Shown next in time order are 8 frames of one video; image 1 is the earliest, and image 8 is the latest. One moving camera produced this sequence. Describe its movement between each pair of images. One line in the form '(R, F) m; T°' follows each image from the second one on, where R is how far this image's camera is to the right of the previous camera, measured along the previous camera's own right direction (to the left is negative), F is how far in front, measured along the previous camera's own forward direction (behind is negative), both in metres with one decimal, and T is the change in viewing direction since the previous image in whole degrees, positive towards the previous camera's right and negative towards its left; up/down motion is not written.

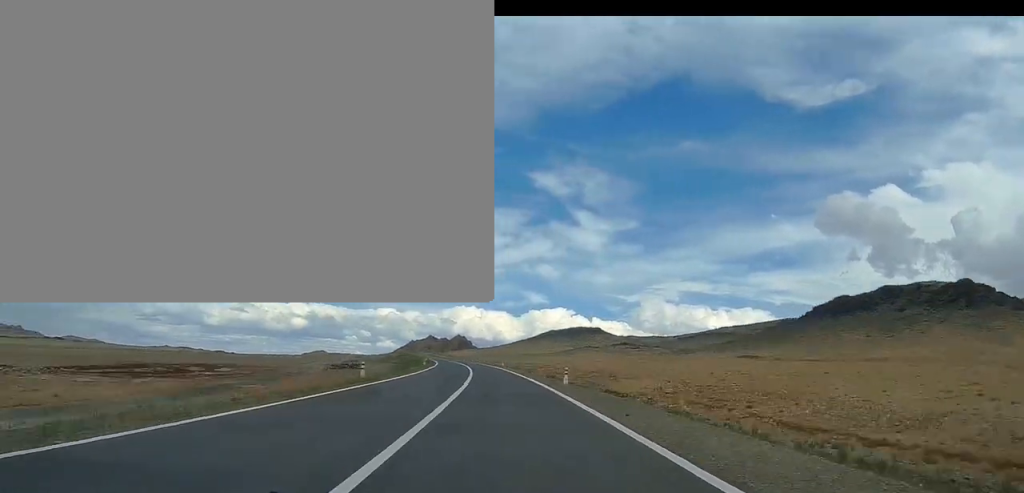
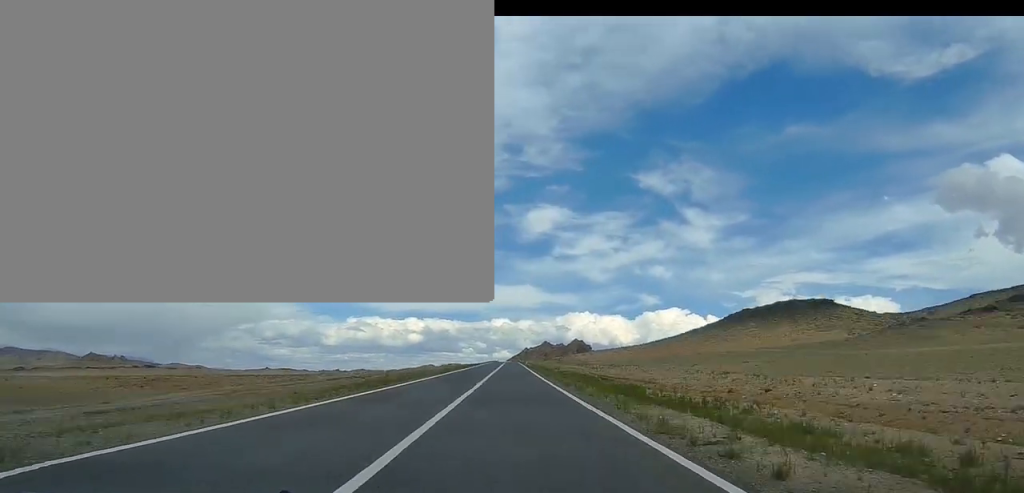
(-17.3, +193.6) m; -4°
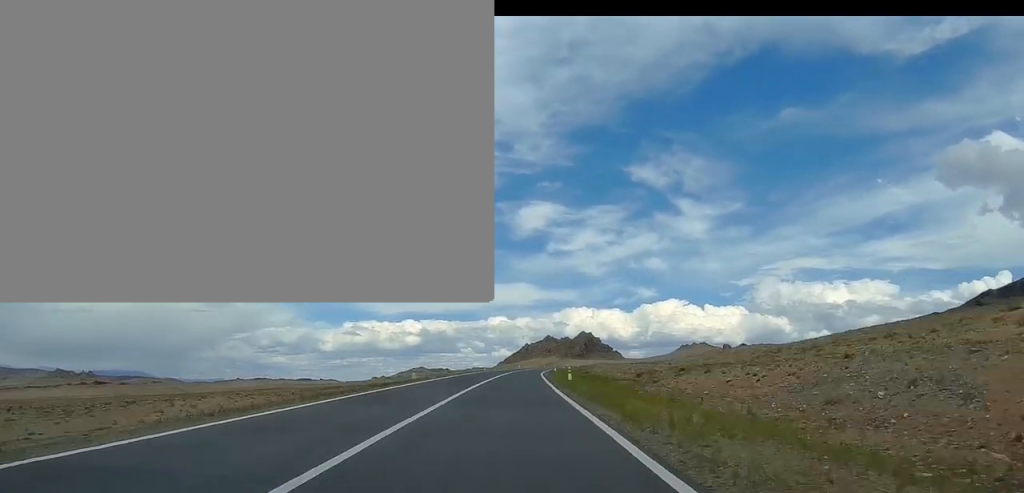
(+1.4, +250.5) m; +7°
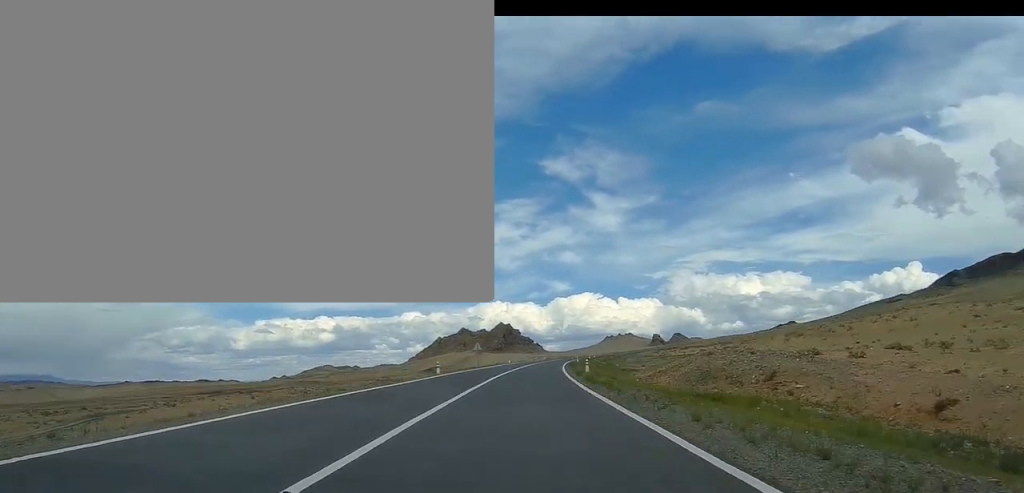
(+17.0, +151.4) m; +8°
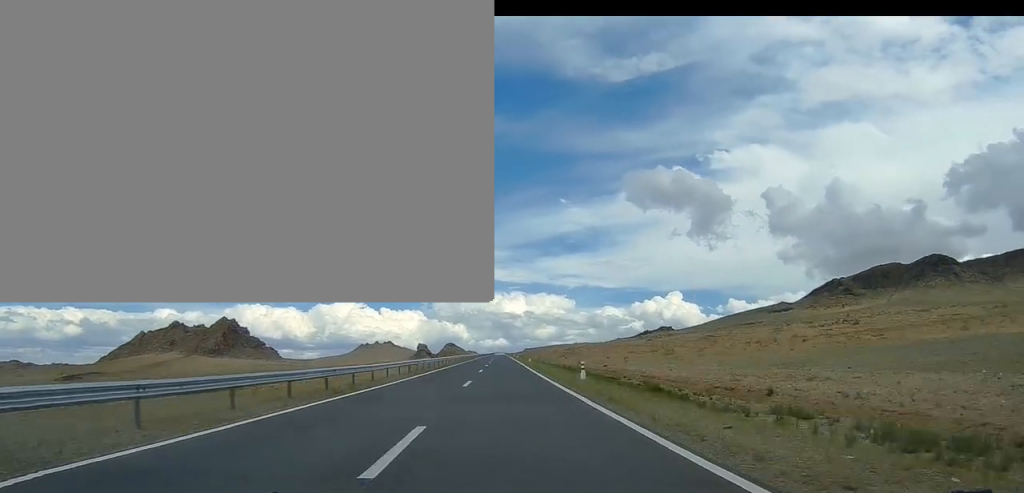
(+45.1, +333.8) m; +11°
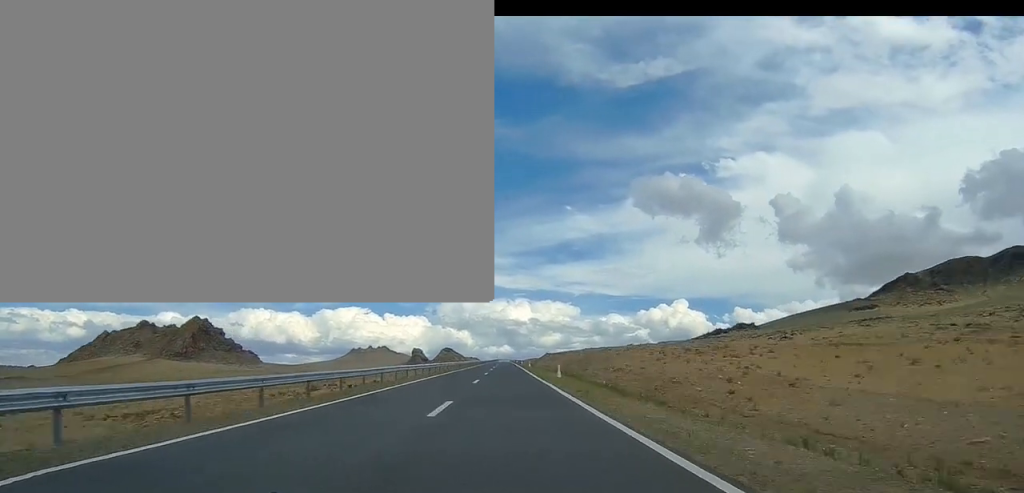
(+1.4, +136.9) m; +1°
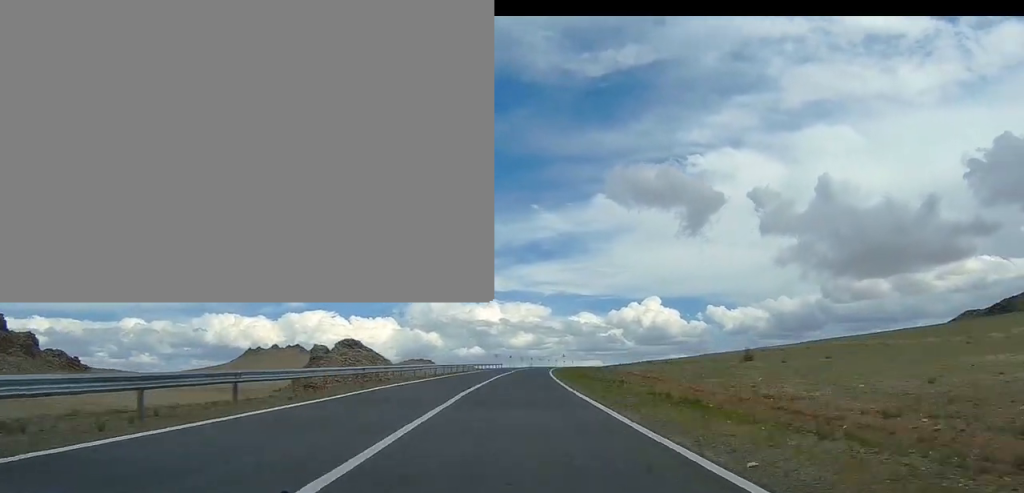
(+30.3, +493.2) m; +11°
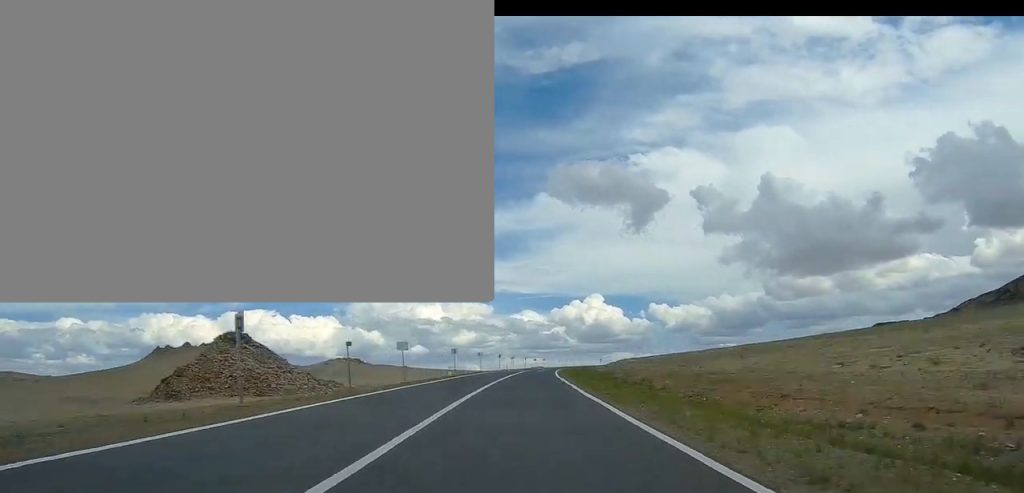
(+3.1, +105.7) m; +4°
